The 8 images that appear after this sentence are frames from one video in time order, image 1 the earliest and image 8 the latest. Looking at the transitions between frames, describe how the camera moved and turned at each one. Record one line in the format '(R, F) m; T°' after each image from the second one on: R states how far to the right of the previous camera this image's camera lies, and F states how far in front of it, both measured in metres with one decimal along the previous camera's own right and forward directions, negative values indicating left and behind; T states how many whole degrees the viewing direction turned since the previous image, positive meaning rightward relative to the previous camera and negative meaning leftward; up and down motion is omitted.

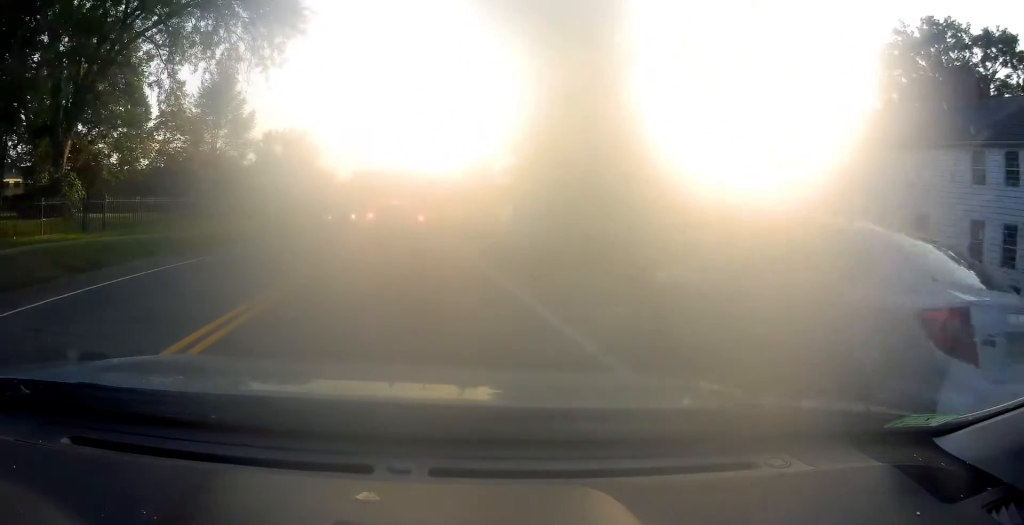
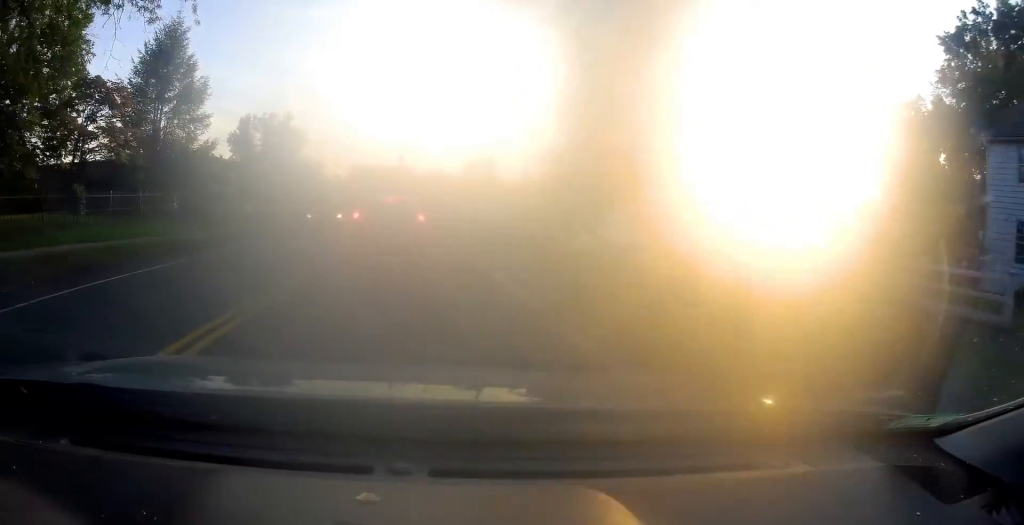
(+0.1, +8.0) m; -1°
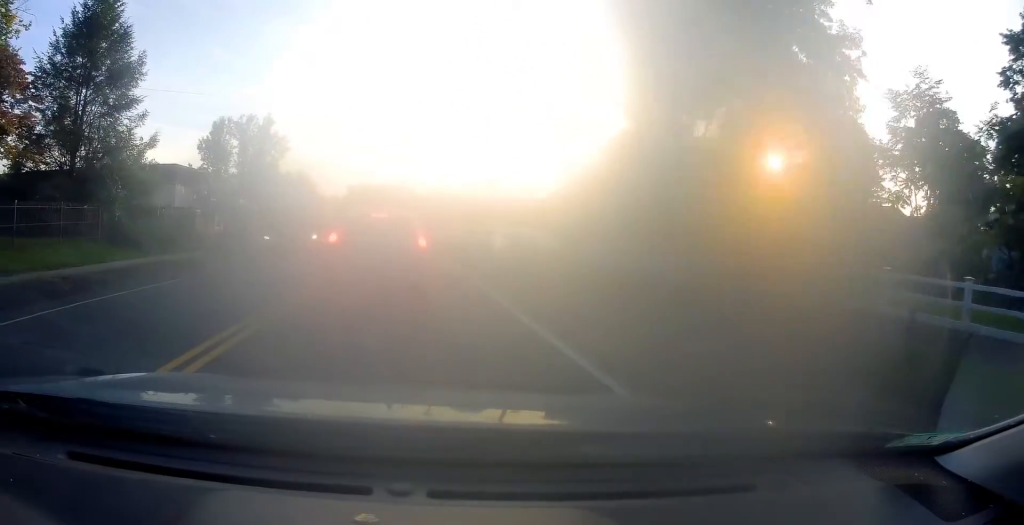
(-0.2, +6.1) m; 0°
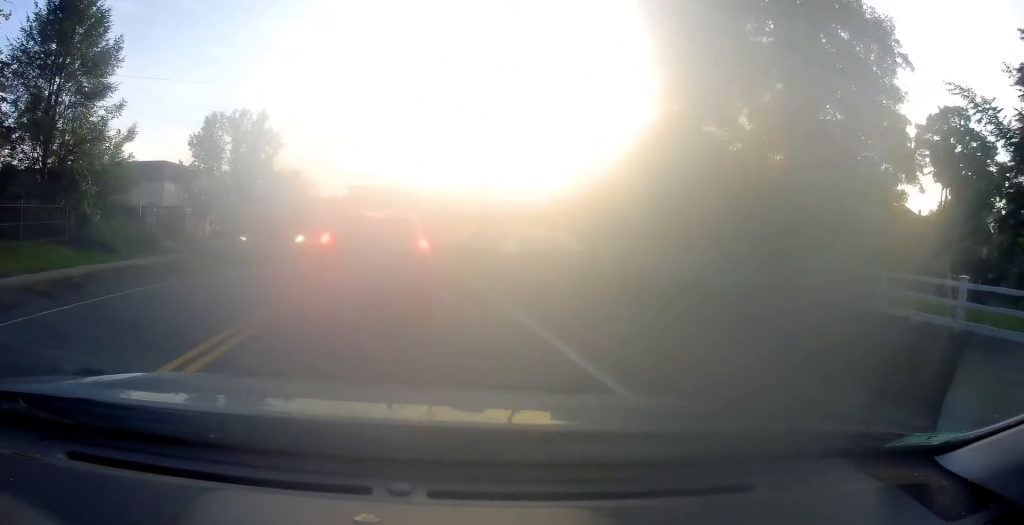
(0.0, +1.7) m; +1°
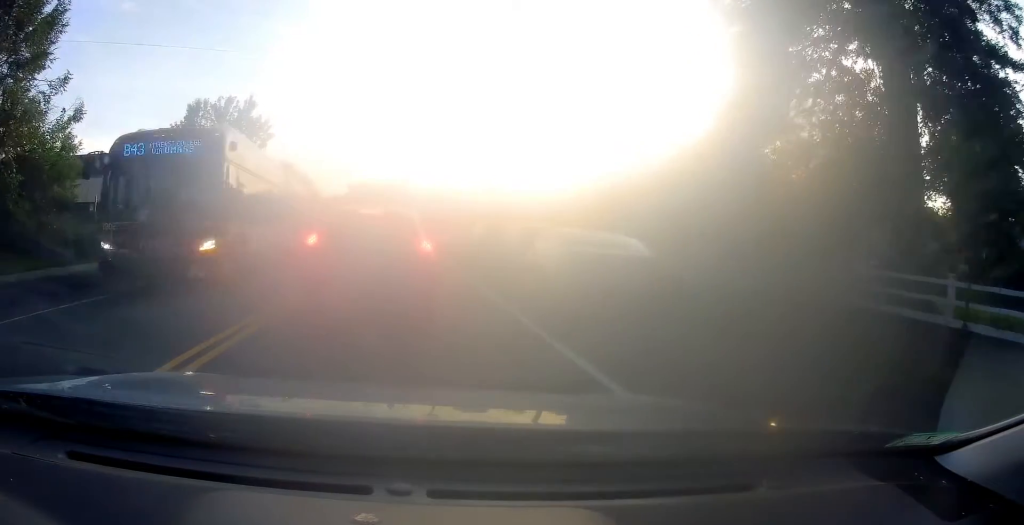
(+0.2, +2.7) m; +4°
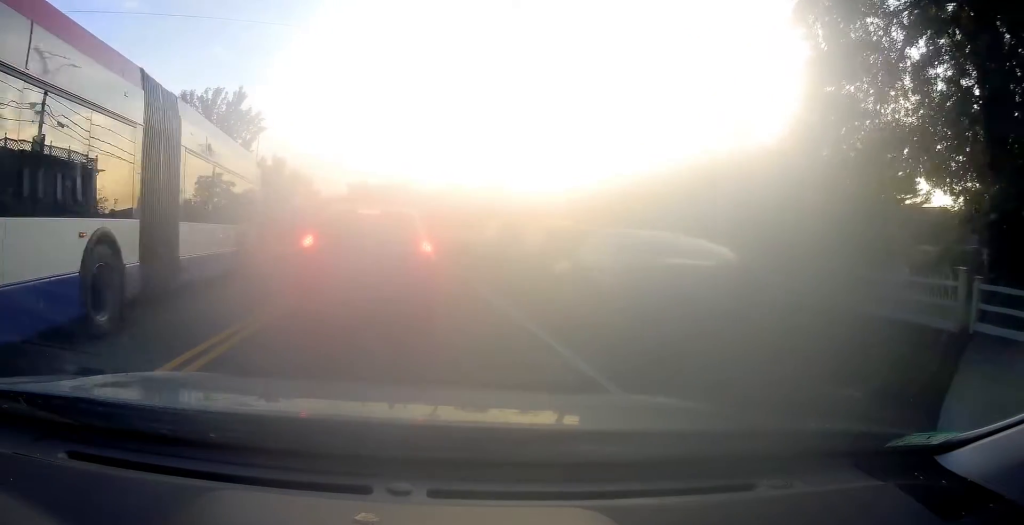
(0.0, +2.0) m; -3°
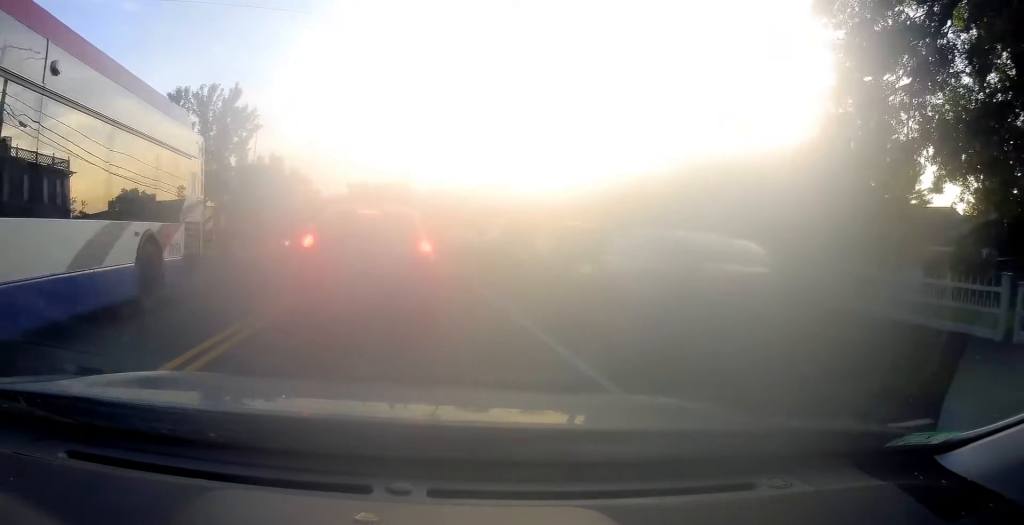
(0.0, +0.9) m; -4°
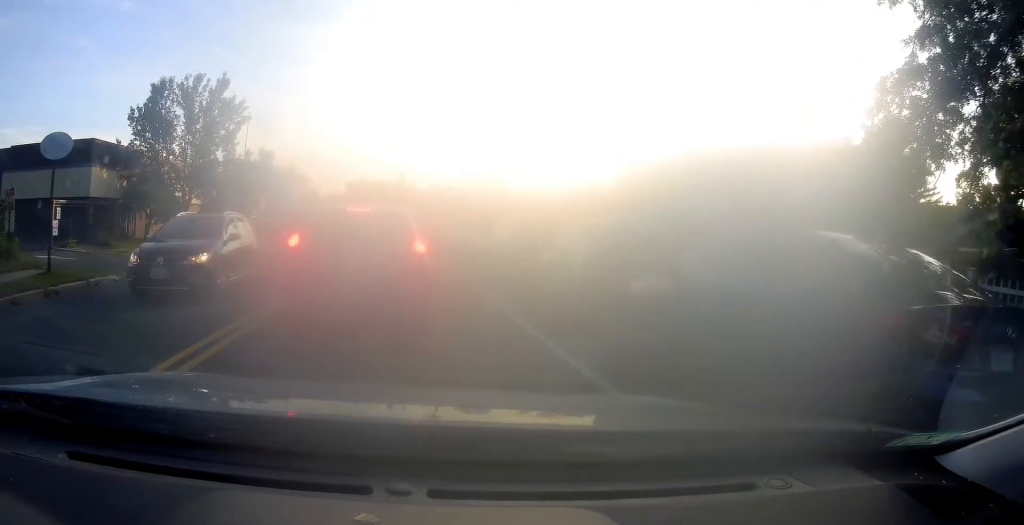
(0.0, +1.7) m; -1°
